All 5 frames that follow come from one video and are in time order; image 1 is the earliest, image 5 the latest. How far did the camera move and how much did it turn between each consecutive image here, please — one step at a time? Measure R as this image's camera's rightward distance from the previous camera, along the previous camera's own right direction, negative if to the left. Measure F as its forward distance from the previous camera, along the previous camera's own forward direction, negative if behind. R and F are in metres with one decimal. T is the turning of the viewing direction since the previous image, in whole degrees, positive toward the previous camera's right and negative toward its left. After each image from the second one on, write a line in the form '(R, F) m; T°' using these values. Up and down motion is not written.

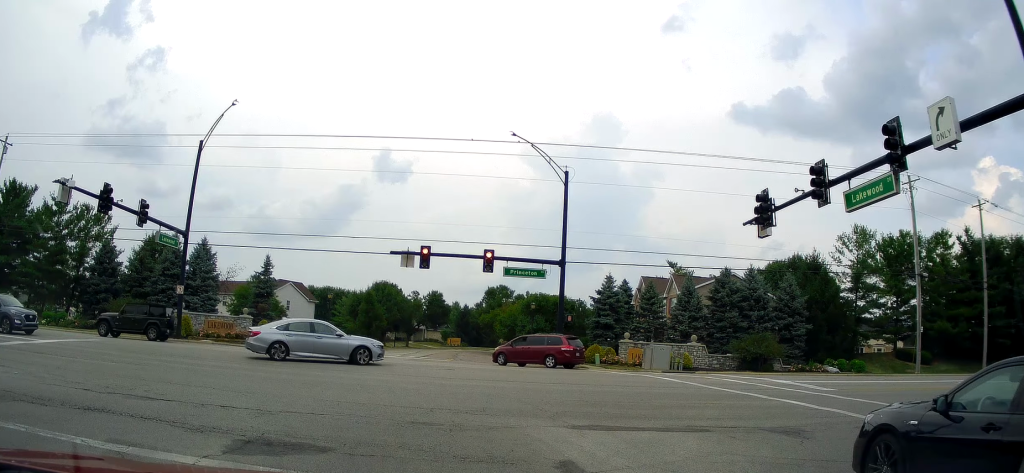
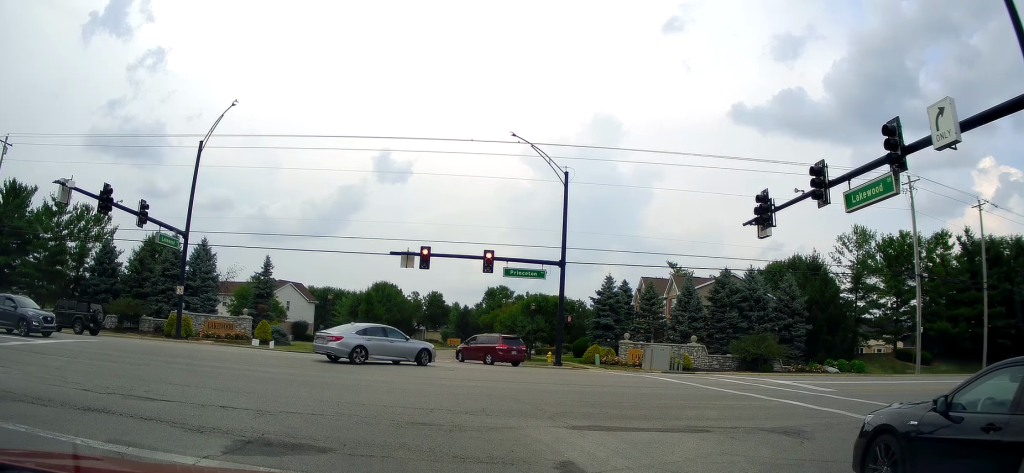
(0.0, 0.0) m; 0°
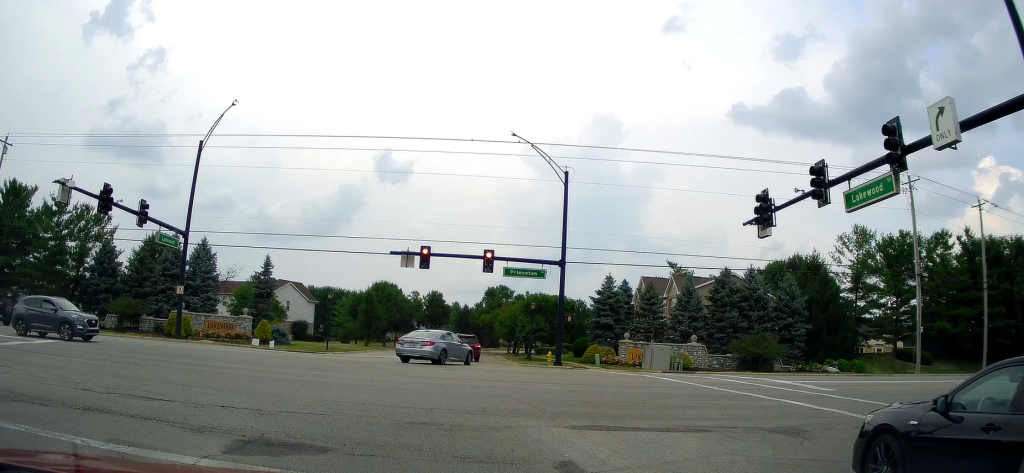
(0.0, 0.0) m; 0°
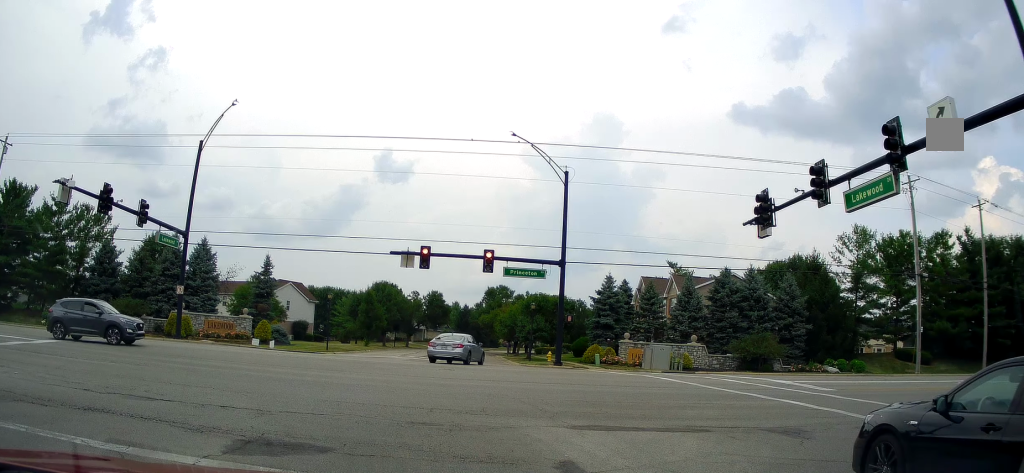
(0.0, 0.0) m; 0°
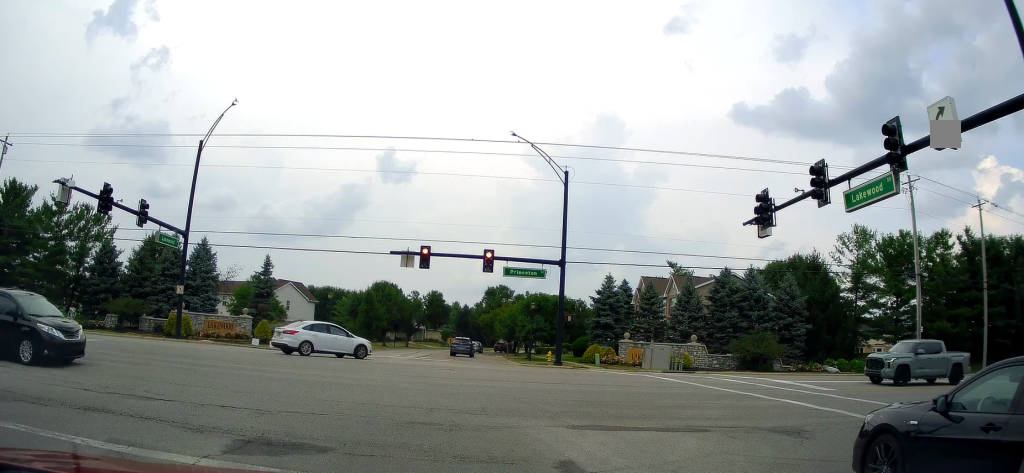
(0.0, 0.0) m; 0°
